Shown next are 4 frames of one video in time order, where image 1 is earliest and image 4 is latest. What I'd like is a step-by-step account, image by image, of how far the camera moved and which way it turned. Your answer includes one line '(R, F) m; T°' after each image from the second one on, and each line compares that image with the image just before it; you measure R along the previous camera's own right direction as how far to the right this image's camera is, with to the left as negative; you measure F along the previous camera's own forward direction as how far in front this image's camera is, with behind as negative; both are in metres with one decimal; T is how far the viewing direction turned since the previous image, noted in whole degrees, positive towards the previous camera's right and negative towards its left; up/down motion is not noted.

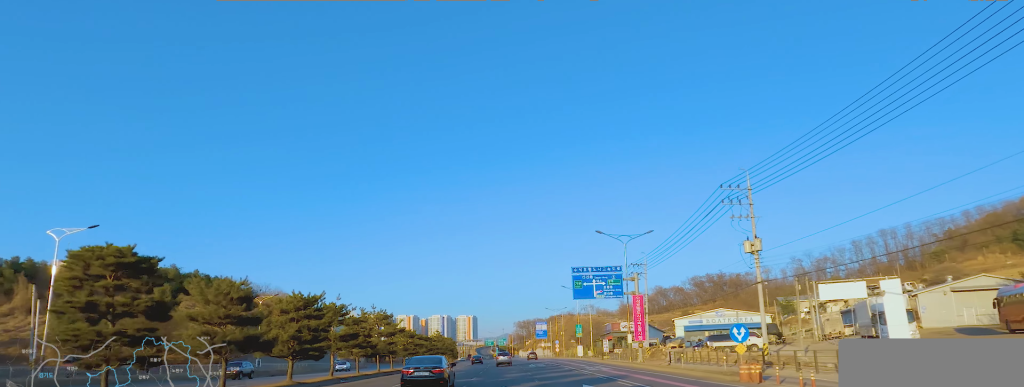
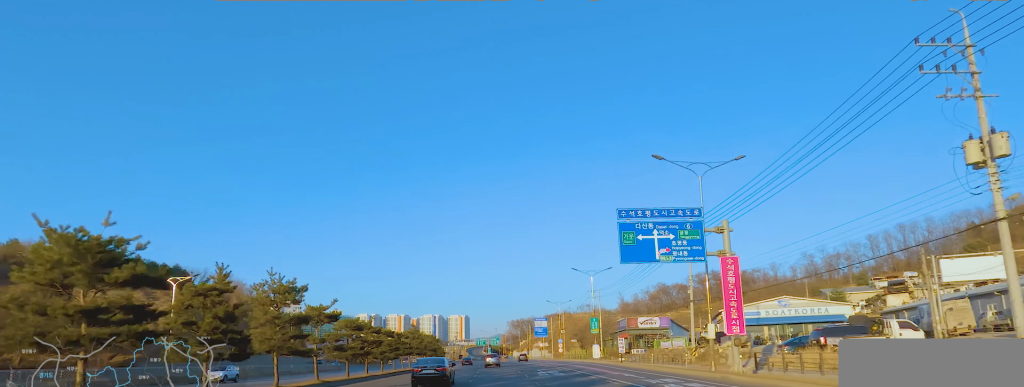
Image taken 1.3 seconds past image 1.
(-0.9, +19.7) m; -1°
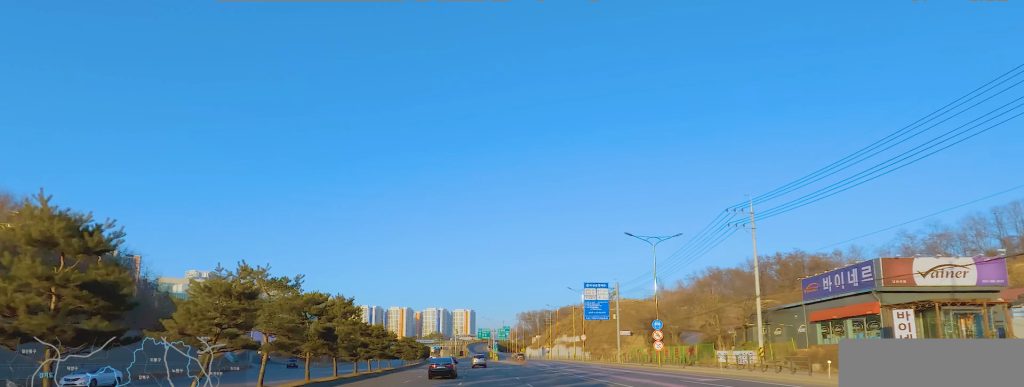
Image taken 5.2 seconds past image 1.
(+0.9, +62.3) m; -3°
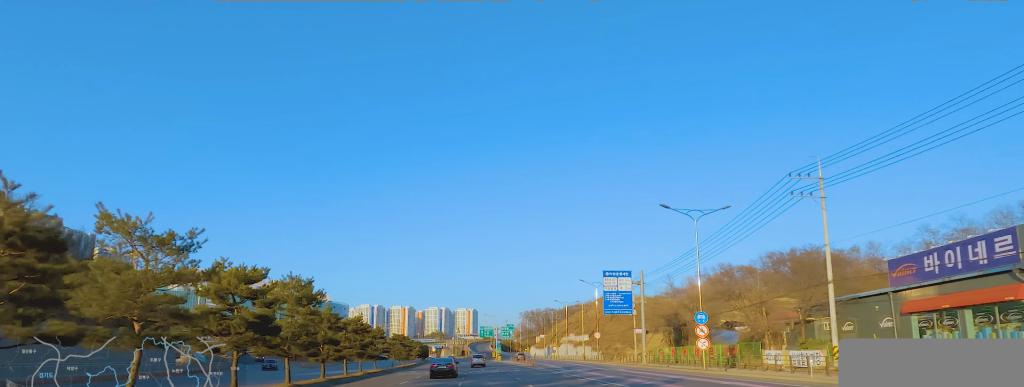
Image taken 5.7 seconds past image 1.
(-0.2, +9.2) m; -1°
